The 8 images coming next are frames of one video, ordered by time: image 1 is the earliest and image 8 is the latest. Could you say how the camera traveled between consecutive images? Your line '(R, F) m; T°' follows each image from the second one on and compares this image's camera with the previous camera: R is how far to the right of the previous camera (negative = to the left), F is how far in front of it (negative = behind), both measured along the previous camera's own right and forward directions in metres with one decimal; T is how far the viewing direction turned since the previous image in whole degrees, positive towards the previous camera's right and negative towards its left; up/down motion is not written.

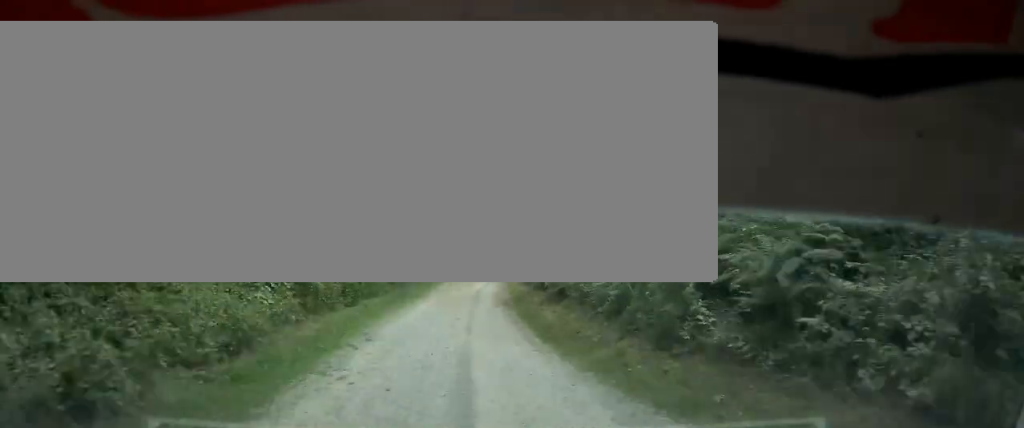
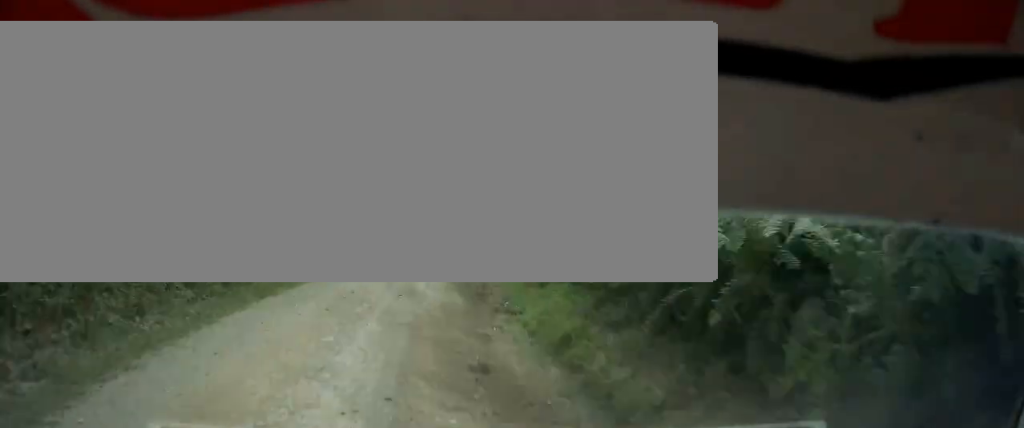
(+2.8, +31.9) m; +11°
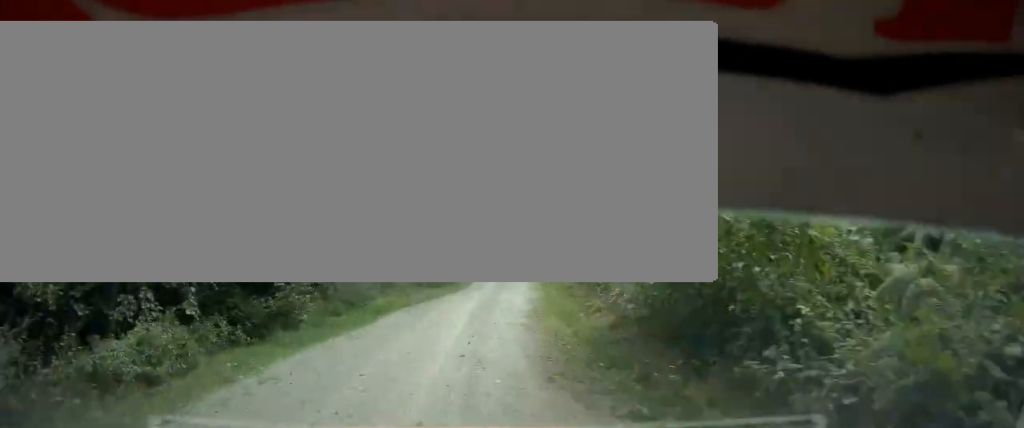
(+1.8, +18.2) m; +5°
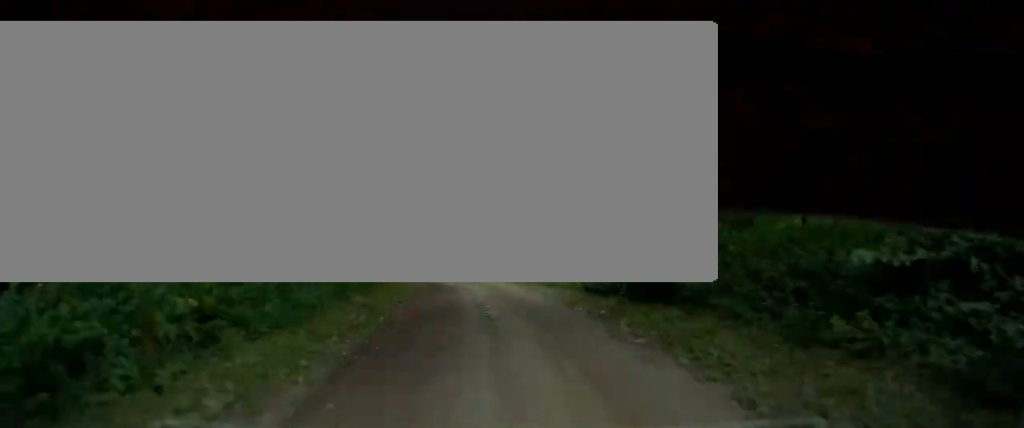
(+0.5, +56.3) m; -4°
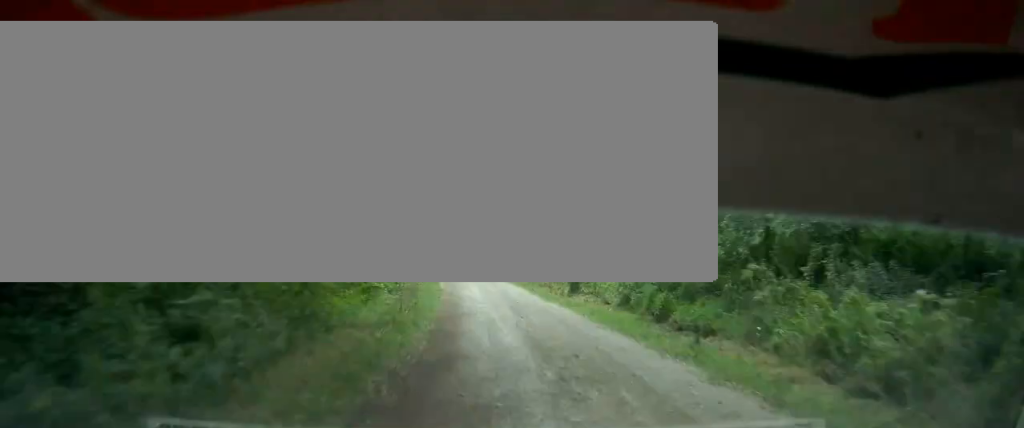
(-1.7, +33.8) m; -7°
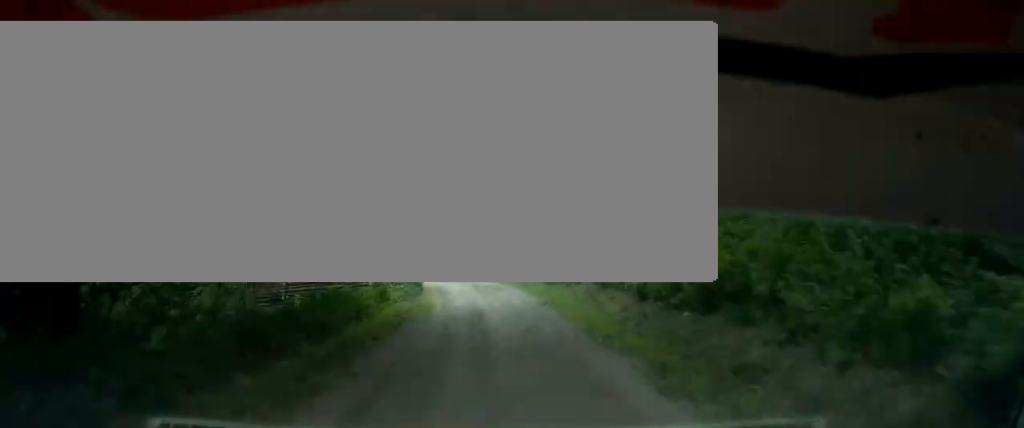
(-2.5, +33.6) m; -8°
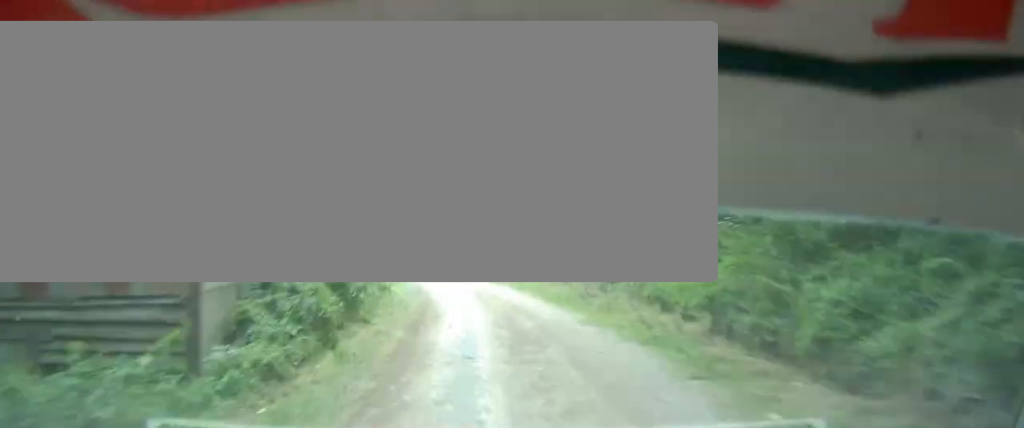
(-0.8, +18.4) m; -4°
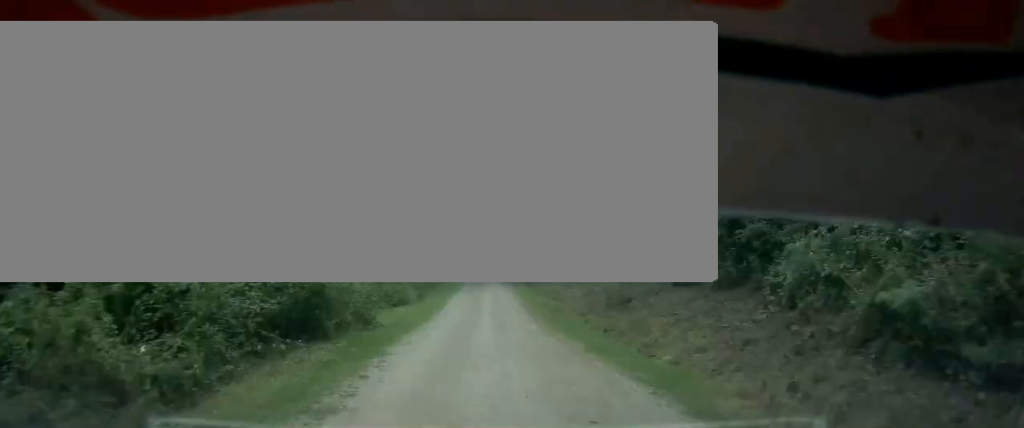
(-1.4, +26.5) m; -4°
